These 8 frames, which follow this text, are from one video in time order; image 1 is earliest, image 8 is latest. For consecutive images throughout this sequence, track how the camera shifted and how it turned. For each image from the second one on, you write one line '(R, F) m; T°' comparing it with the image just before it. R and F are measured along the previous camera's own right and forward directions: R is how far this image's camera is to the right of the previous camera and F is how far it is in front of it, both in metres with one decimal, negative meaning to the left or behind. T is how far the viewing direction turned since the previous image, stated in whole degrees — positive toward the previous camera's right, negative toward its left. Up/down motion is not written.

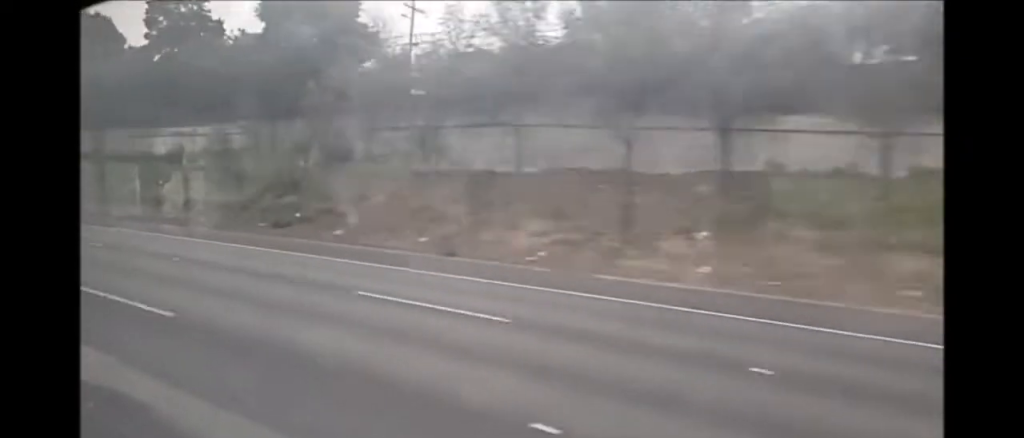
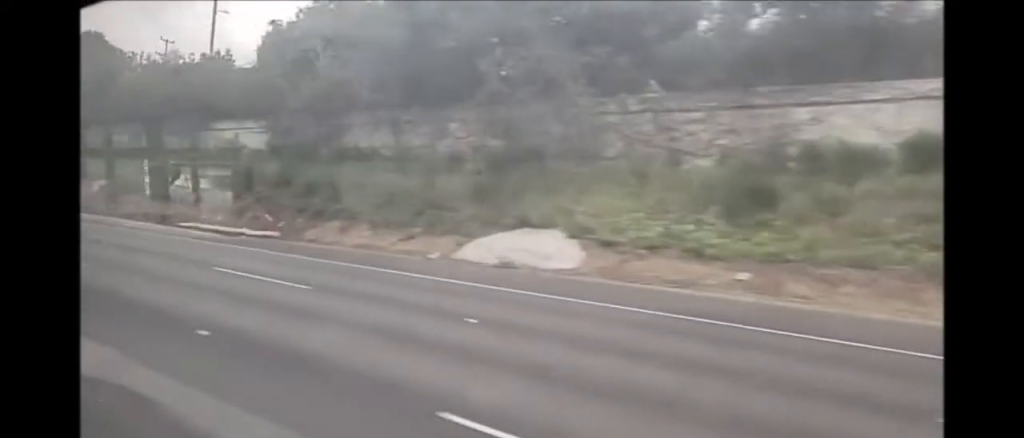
(-0.8, +39.2) m; -2°
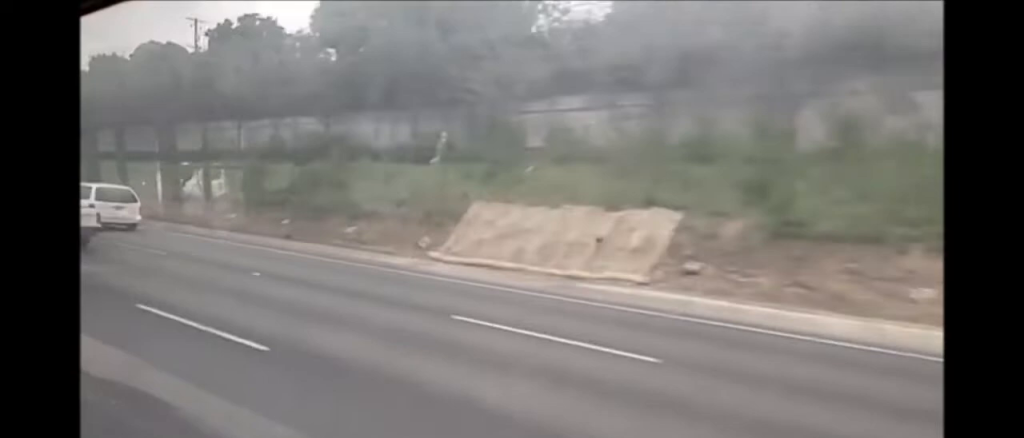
(-0.3, +36.5) m; 0°
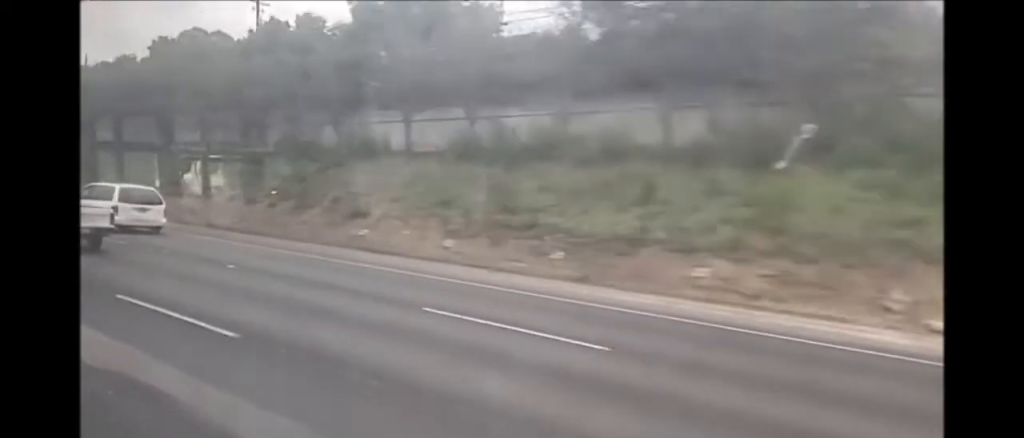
(0.0, +12.8) m; 0°
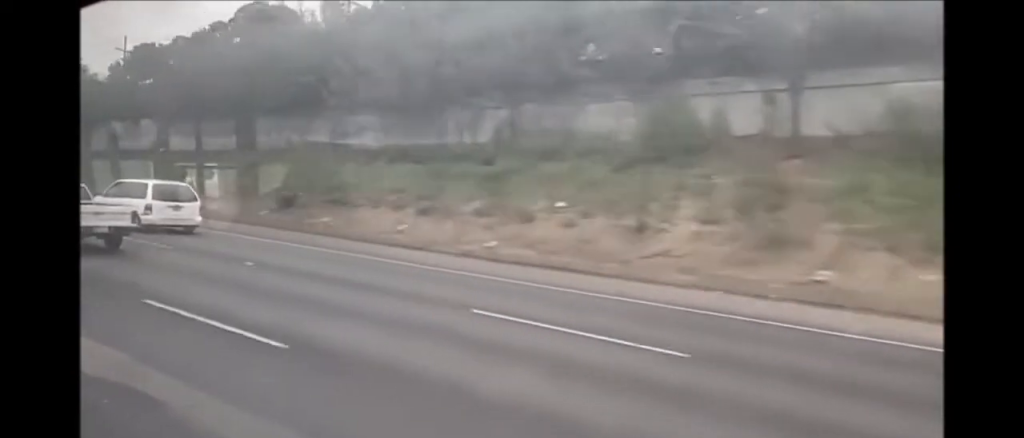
(0.0, +16.7) m; 0°
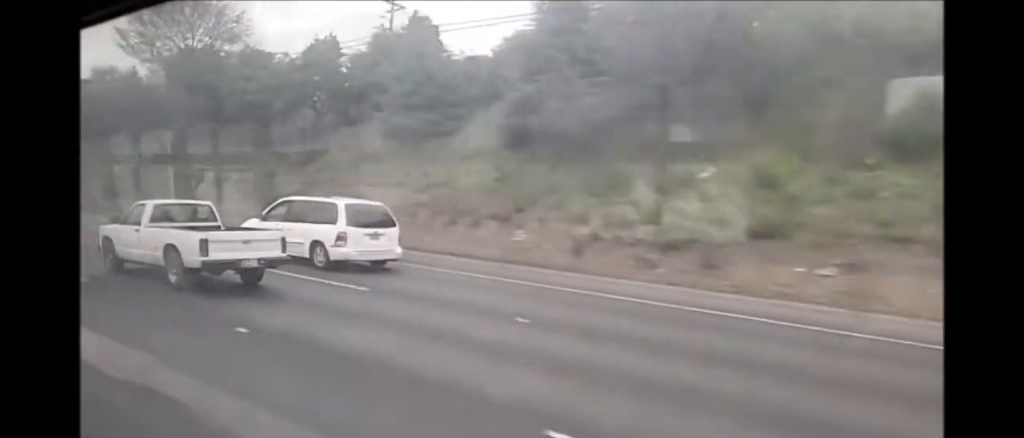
(-0.5, +51.0) m; -1°
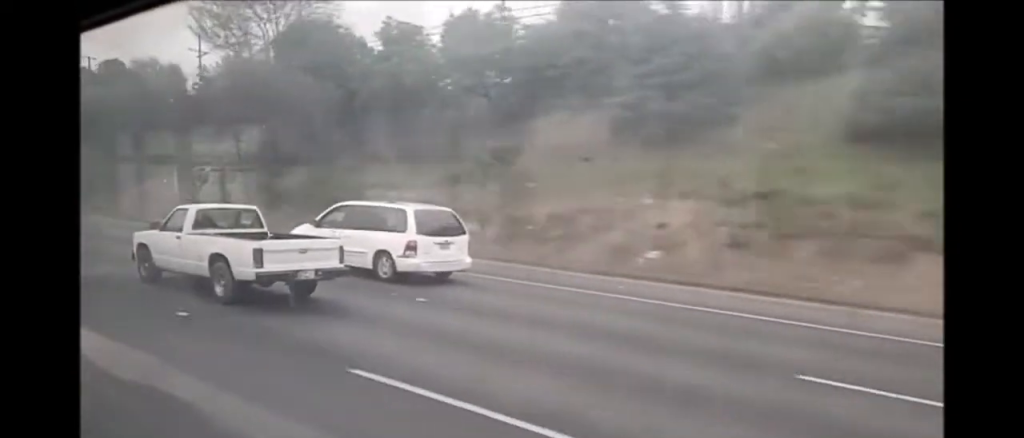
(0.0, +11.8) m; 0°
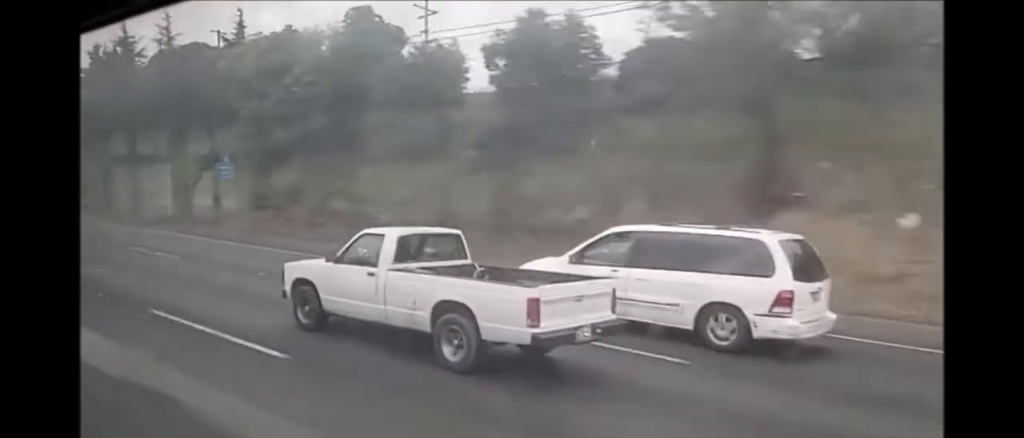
(0.0, +37.0) m; 0°
